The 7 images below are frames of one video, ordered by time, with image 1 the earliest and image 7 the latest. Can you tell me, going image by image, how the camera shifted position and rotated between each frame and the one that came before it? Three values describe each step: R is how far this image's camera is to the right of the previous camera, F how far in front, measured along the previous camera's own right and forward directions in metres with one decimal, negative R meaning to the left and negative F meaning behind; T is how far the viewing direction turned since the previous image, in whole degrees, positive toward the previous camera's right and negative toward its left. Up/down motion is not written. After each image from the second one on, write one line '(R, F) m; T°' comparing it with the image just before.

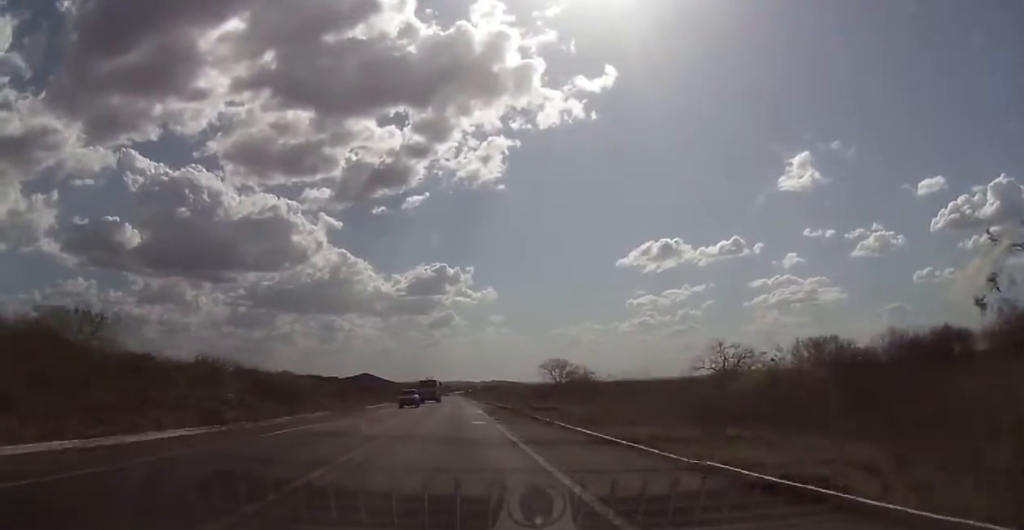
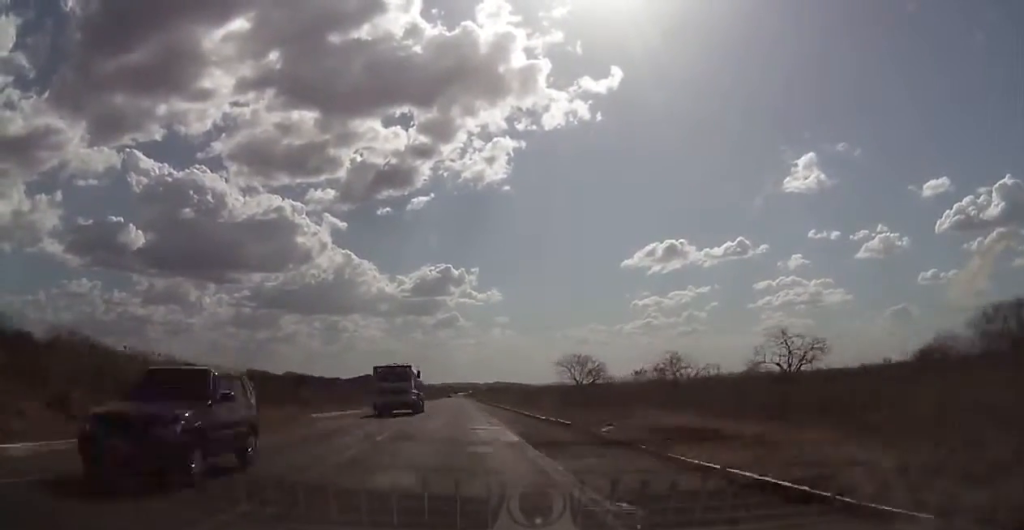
(+0.1, +23.9) m; +1°
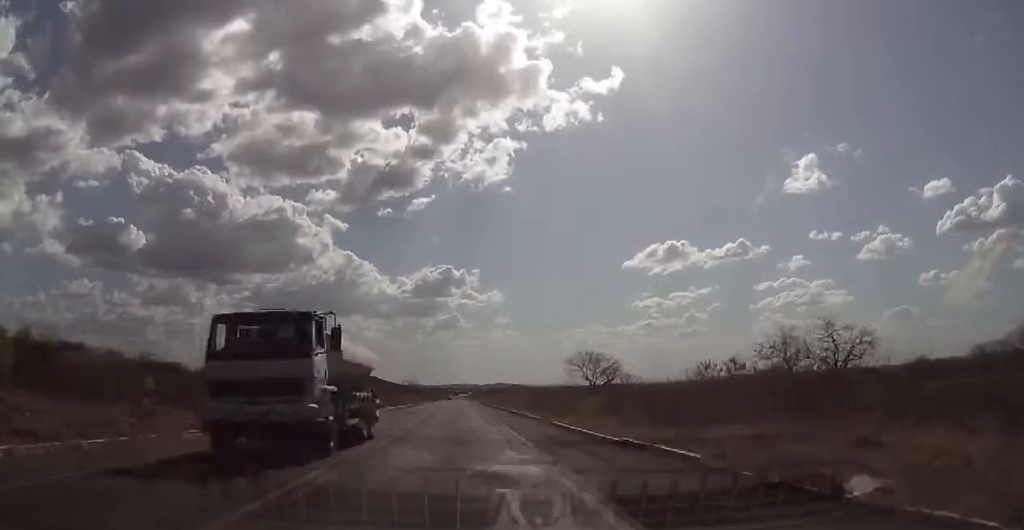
(+0.2, +13.1) m; 0°
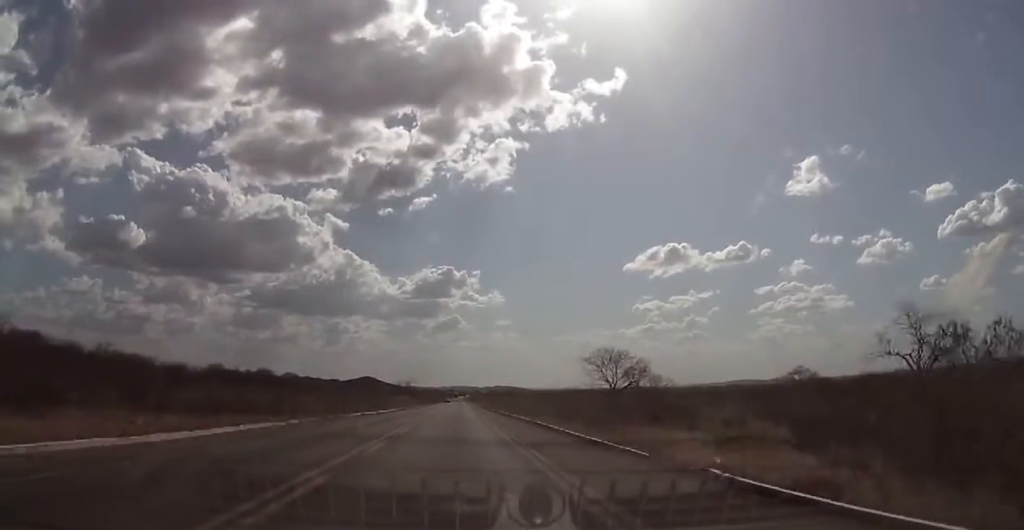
(+0.1, +18.2) m; 0°
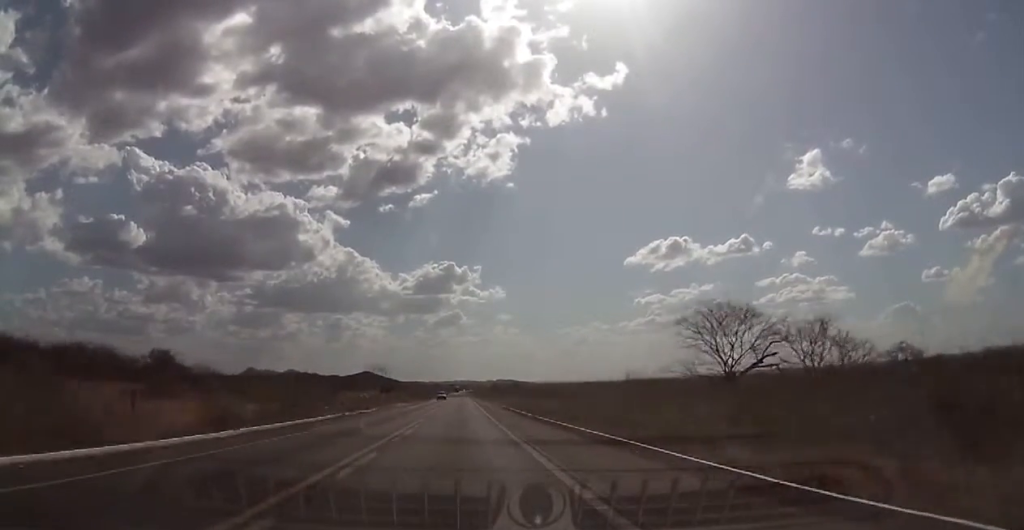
(-1.0, +50.1) m; -1°
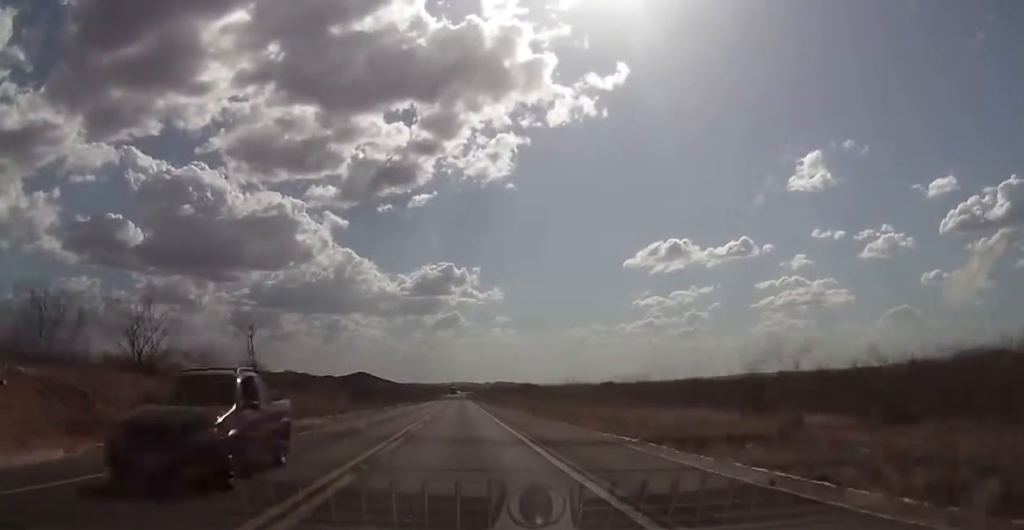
(-0.1, +66.8) m; 0°
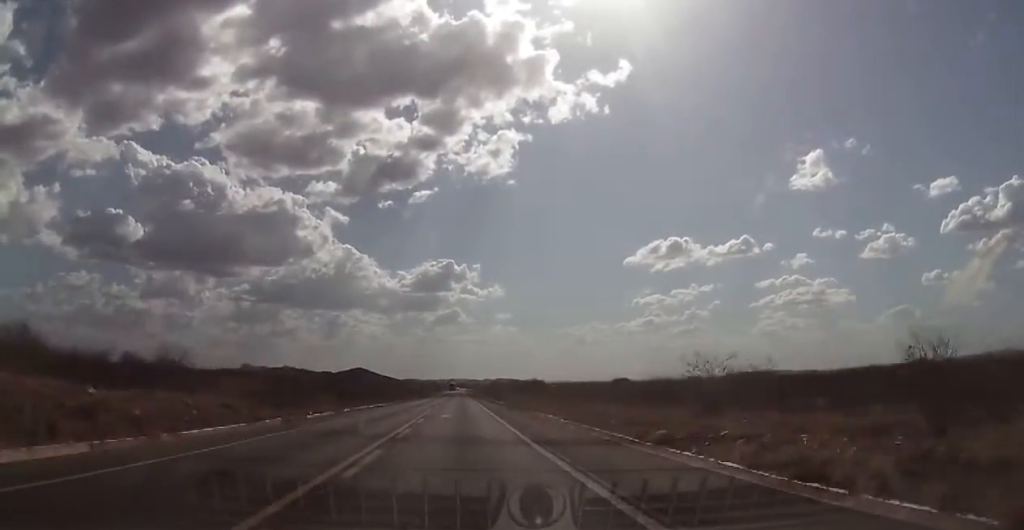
(+0.2, +27.5) m; +1°
